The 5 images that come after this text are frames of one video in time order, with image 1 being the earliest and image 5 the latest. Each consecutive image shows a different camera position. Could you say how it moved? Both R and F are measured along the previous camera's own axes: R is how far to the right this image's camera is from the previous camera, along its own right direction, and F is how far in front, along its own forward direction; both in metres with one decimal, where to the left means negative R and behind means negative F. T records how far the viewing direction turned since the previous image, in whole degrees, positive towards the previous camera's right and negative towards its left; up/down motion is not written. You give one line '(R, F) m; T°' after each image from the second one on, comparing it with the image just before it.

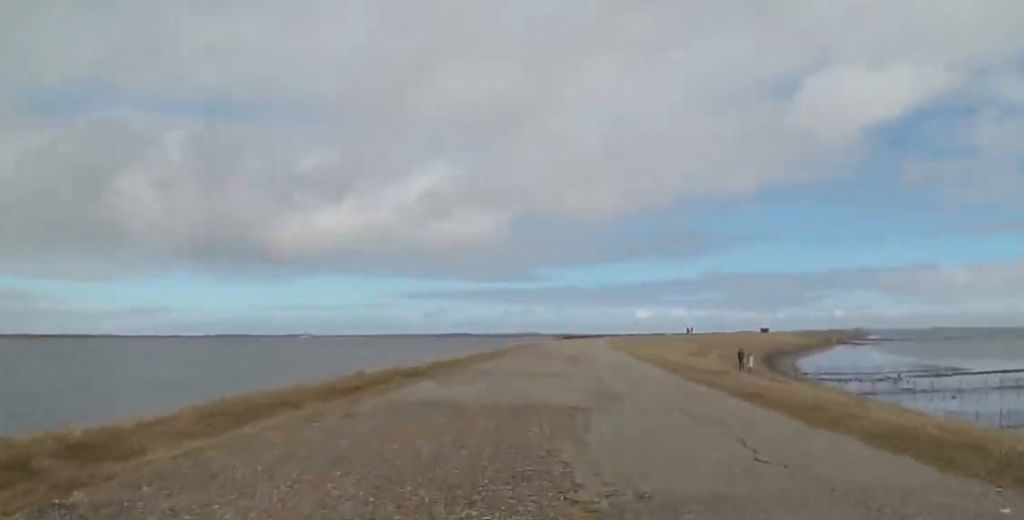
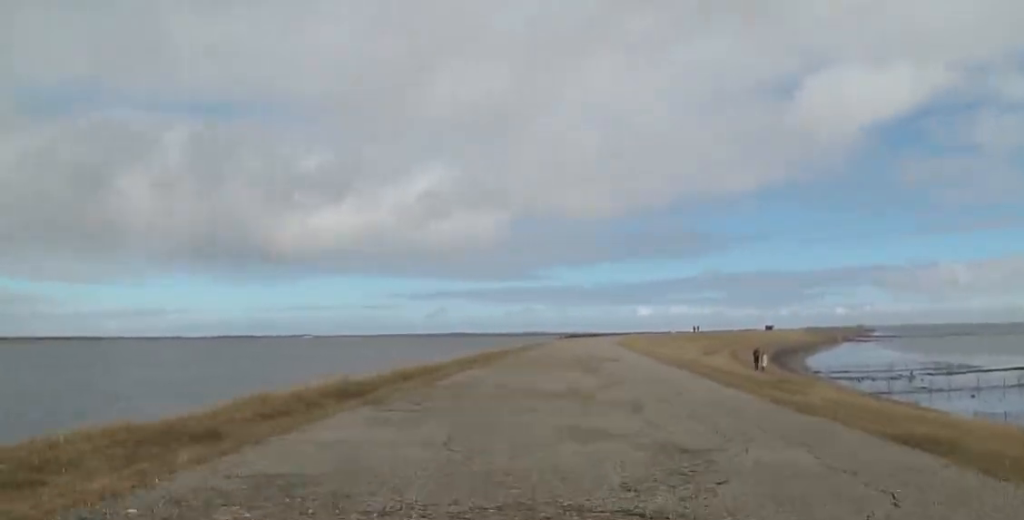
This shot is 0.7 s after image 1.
(-0.2, +3.0) m; +7°
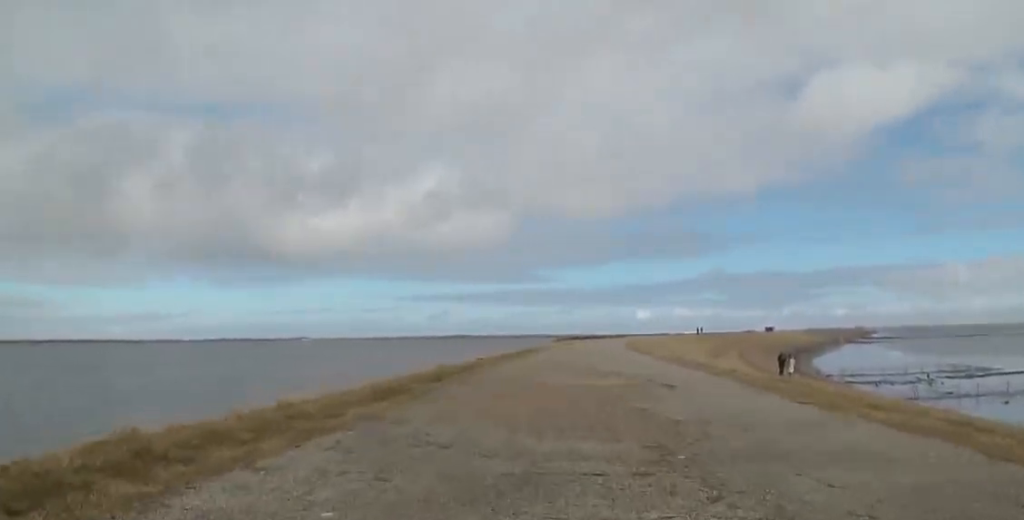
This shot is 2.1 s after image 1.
(+1.2, +6.4) m; +1°
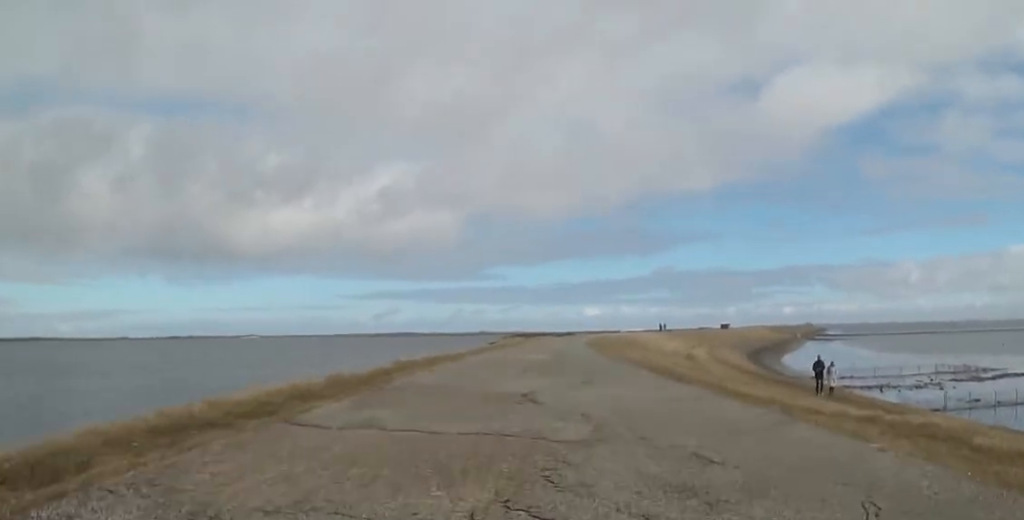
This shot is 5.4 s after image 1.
(-1.0, +16.0) m; +2°
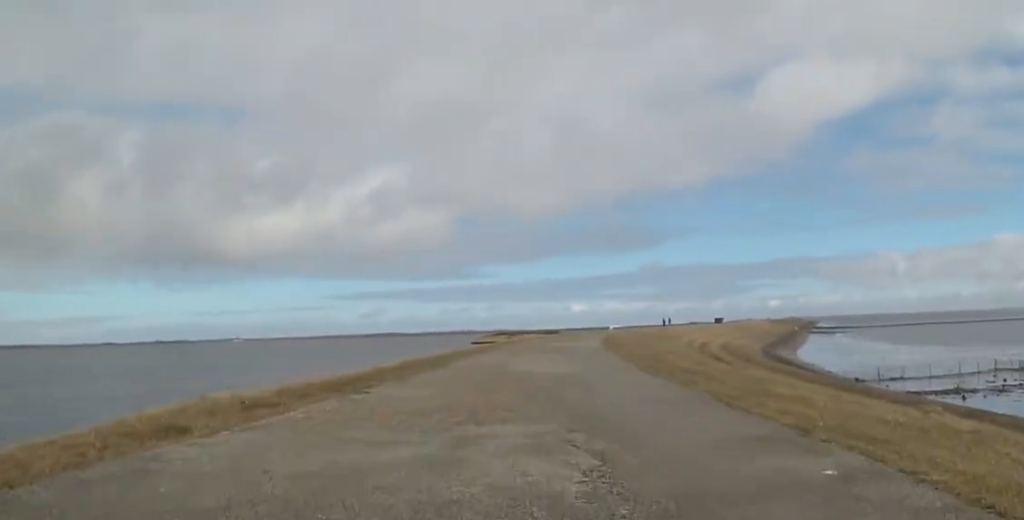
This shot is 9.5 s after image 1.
(-0.6, +19.8) m; -10°
